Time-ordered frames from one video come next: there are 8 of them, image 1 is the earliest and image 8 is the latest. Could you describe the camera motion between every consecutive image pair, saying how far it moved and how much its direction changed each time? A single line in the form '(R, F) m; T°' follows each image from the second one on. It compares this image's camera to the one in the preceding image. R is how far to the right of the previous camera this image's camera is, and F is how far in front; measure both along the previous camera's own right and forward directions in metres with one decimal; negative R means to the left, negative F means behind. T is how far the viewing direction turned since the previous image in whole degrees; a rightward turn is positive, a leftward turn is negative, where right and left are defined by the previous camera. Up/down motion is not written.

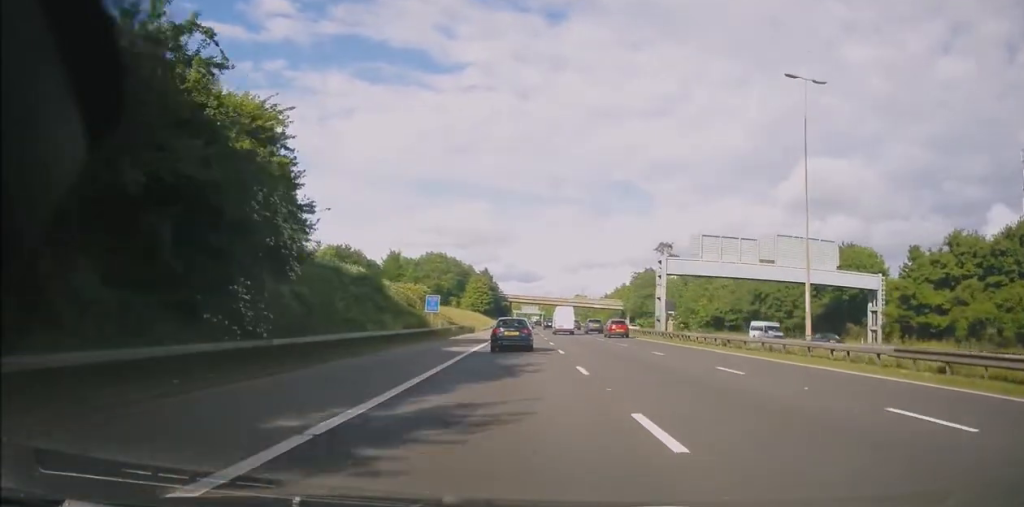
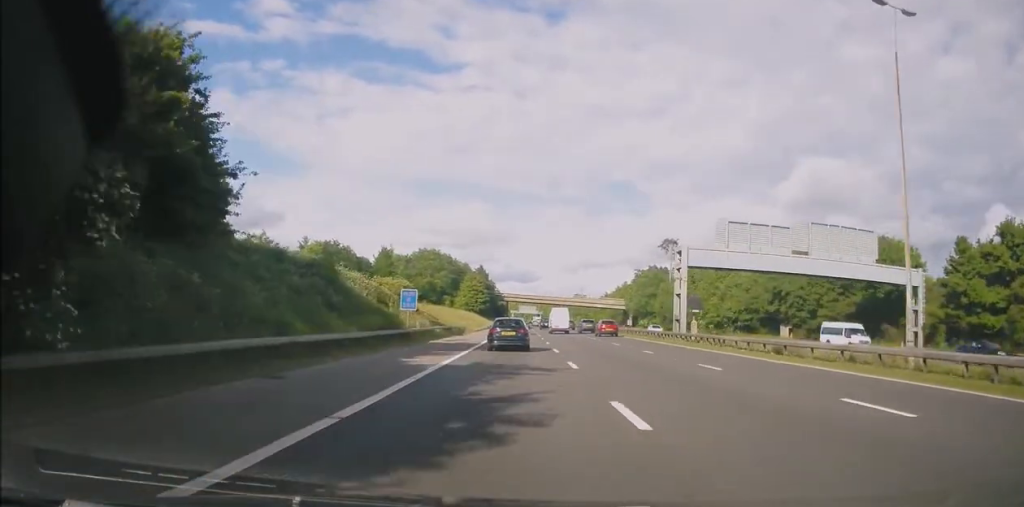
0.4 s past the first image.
(+0.2, +7.6) m; 0°
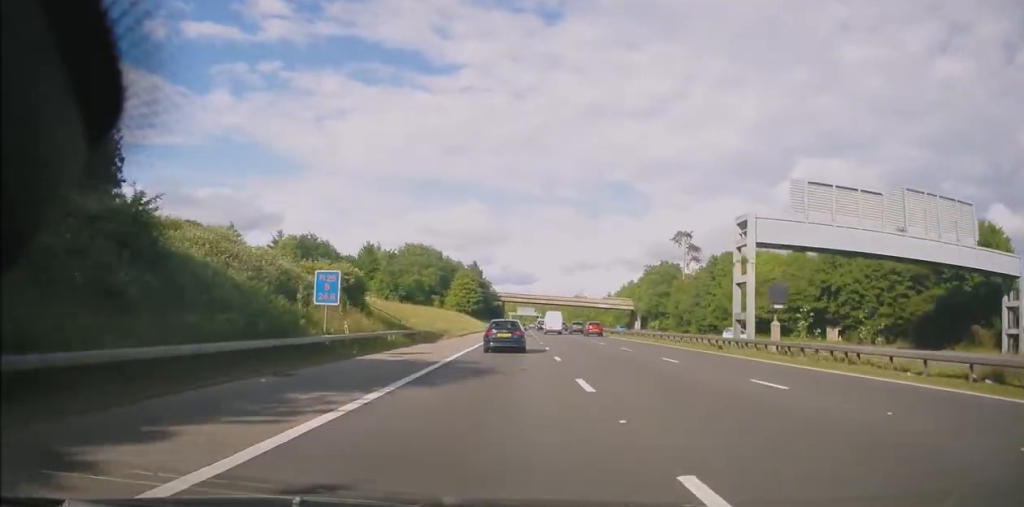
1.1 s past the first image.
(-0.1, +14.0) m; -1°
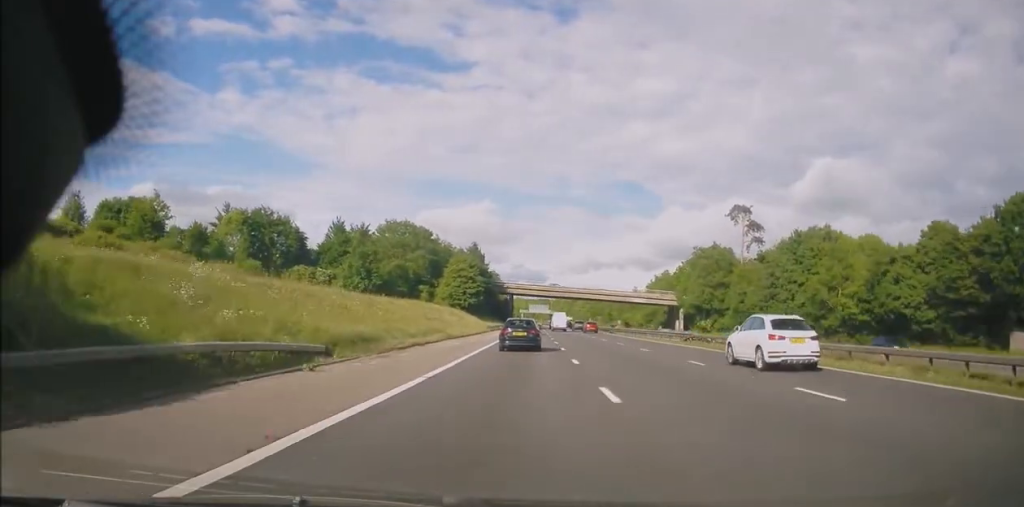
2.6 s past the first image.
(-0.3, +28.9) m; -1°
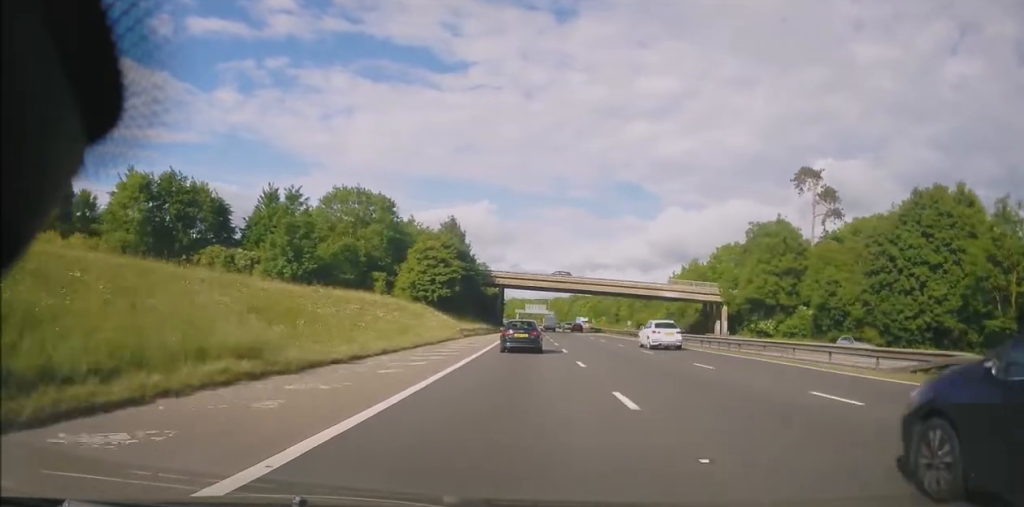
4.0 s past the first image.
(0.0, +27.4) m; 0°
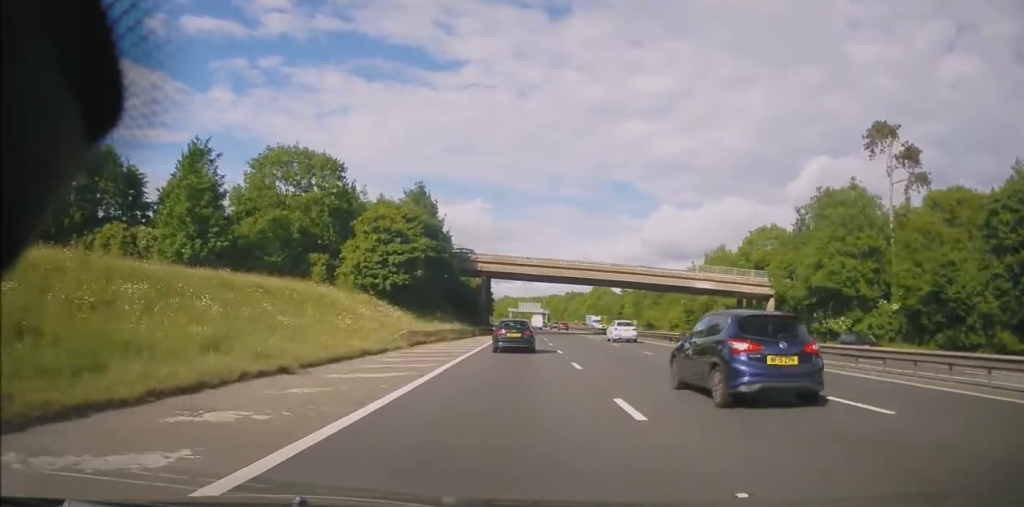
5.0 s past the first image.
(+0.1, +19.2) m; +1°
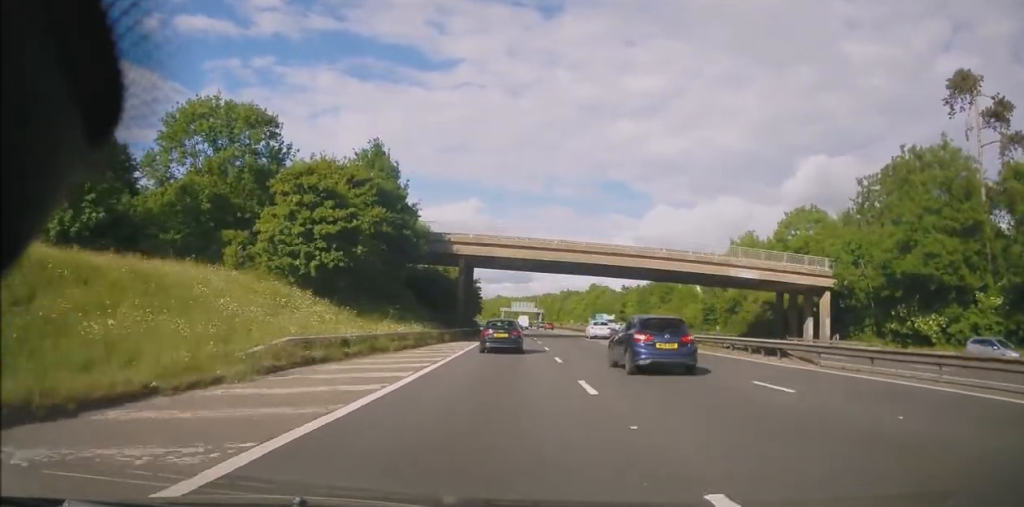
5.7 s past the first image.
(+0.1, +14.9) m; +1°
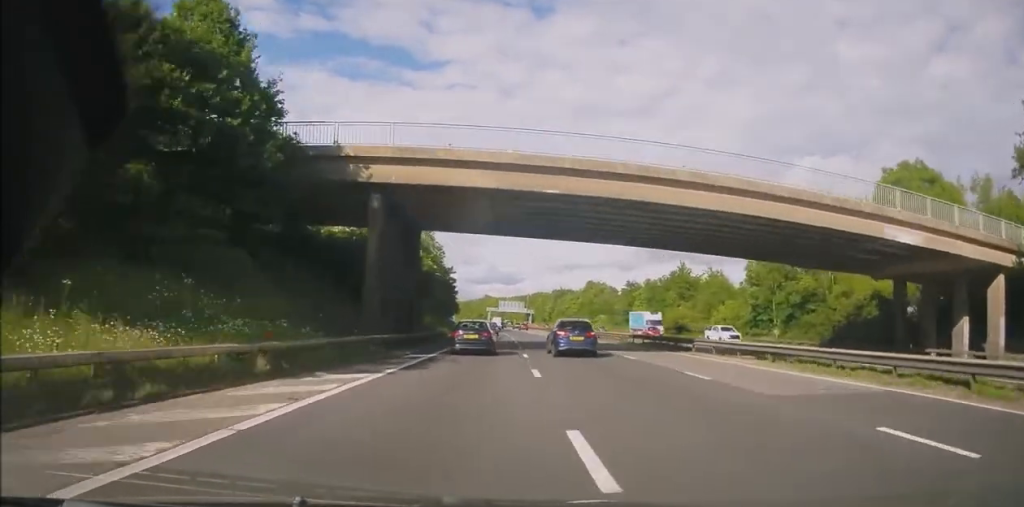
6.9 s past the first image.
(+0.3, +24.4) m; +1°
